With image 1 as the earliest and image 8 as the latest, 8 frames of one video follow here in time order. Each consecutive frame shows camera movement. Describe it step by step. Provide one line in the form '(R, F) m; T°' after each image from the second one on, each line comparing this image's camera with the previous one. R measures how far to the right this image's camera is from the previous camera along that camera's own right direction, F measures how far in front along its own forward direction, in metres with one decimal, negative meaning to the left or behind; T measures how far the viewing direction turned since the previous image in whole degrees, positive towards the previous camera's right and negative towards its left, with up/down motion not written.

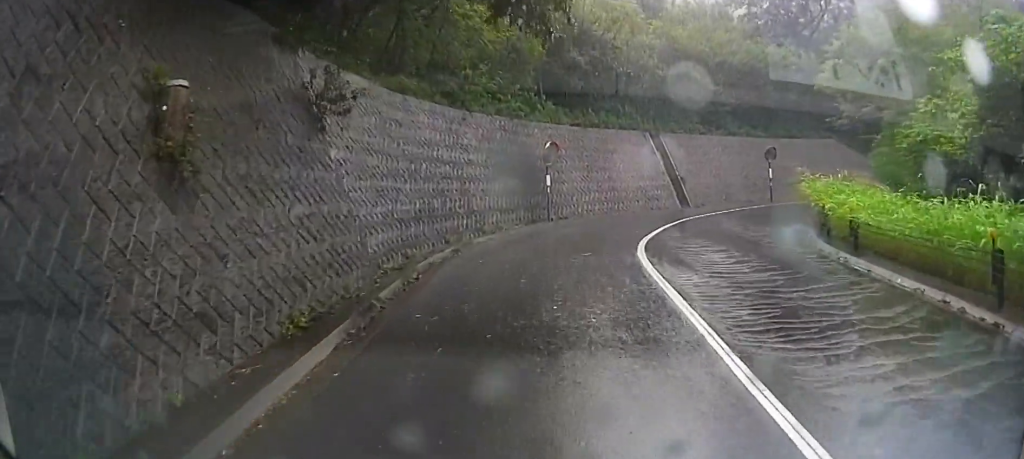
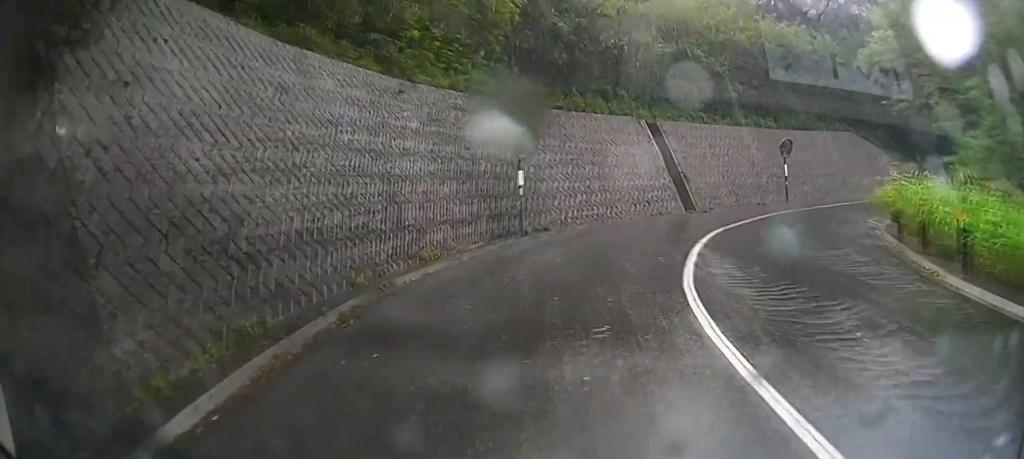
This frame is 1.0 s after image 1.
(+0.3, +7.1) m; +8°
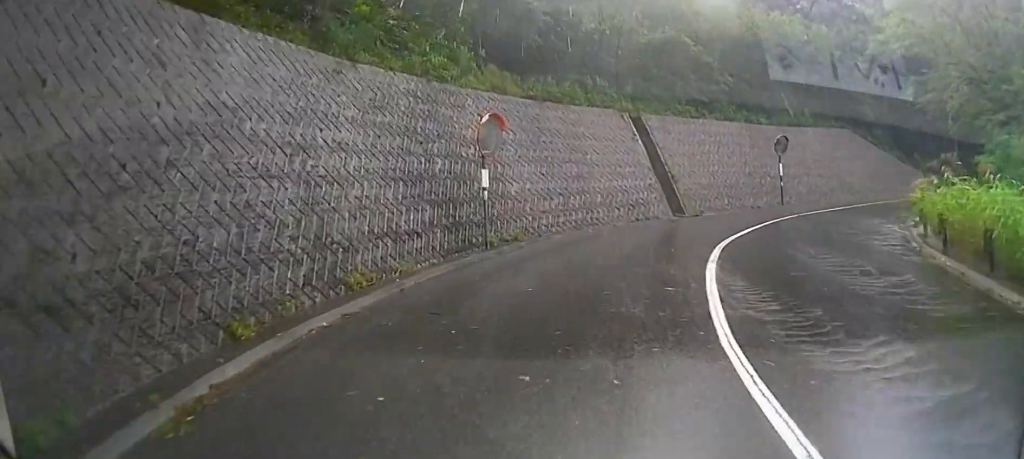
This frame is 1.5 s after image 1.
(+0.2, +3.3) m; +8°
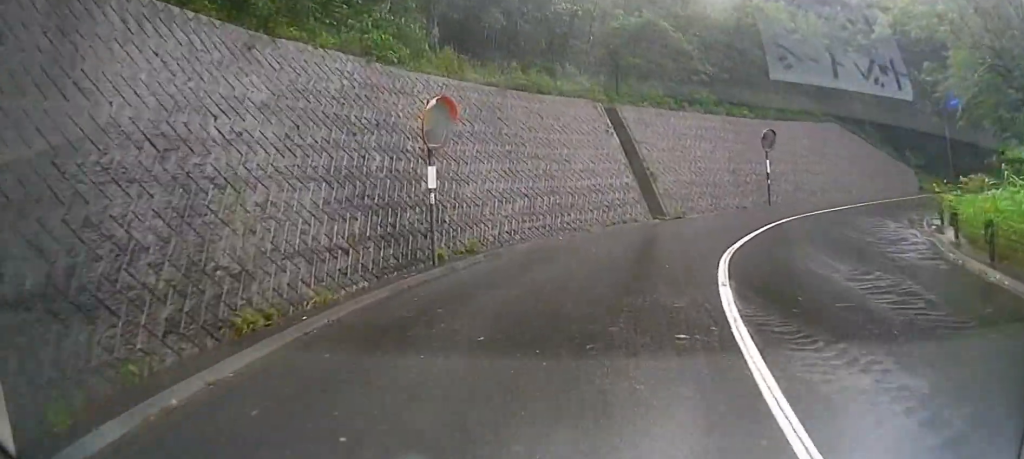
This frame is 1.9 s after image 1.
(-0.2, +2.6) m; +7°
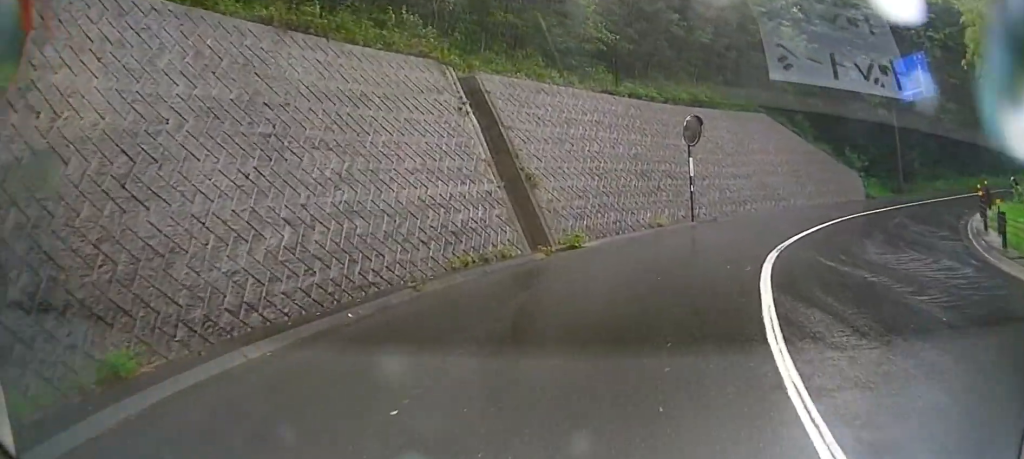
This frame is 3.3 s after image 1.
(+1.5, +8.6) m; +8°
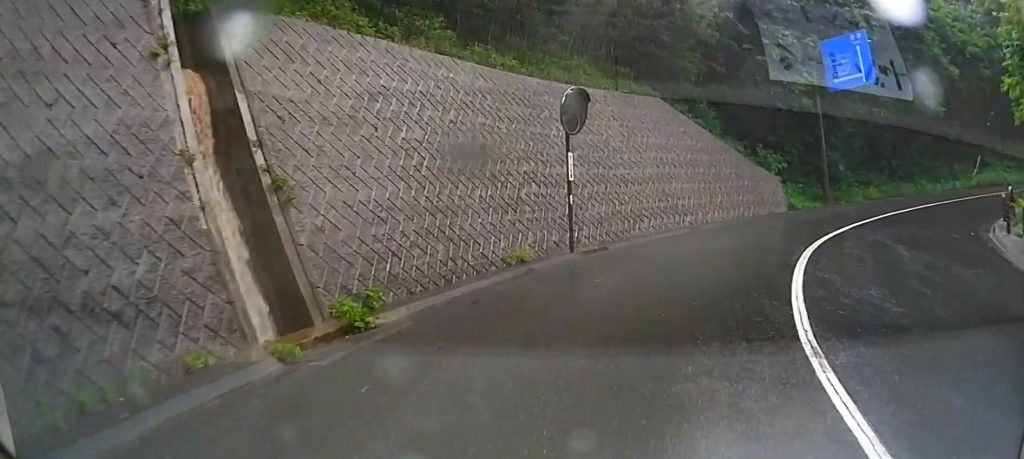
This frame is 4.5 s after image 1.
(-0.2, +7.6) m; +6°
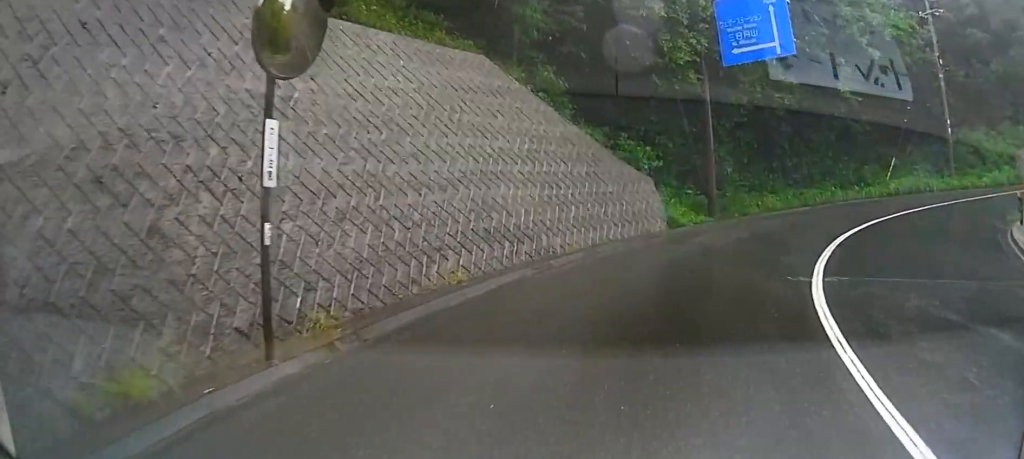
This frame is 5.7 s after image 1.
(+1.3, +8.0) m; +19°
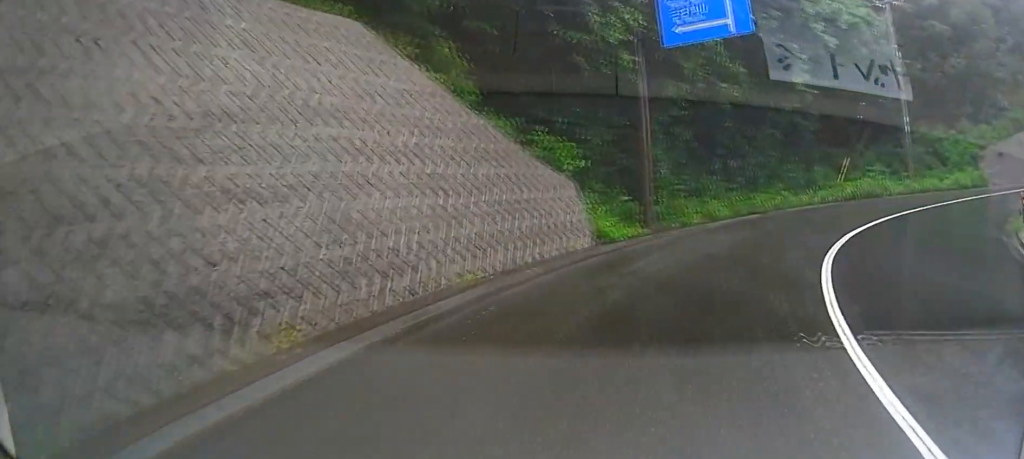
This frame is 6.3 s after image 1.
(+0.3, +3.8) m; +9°
